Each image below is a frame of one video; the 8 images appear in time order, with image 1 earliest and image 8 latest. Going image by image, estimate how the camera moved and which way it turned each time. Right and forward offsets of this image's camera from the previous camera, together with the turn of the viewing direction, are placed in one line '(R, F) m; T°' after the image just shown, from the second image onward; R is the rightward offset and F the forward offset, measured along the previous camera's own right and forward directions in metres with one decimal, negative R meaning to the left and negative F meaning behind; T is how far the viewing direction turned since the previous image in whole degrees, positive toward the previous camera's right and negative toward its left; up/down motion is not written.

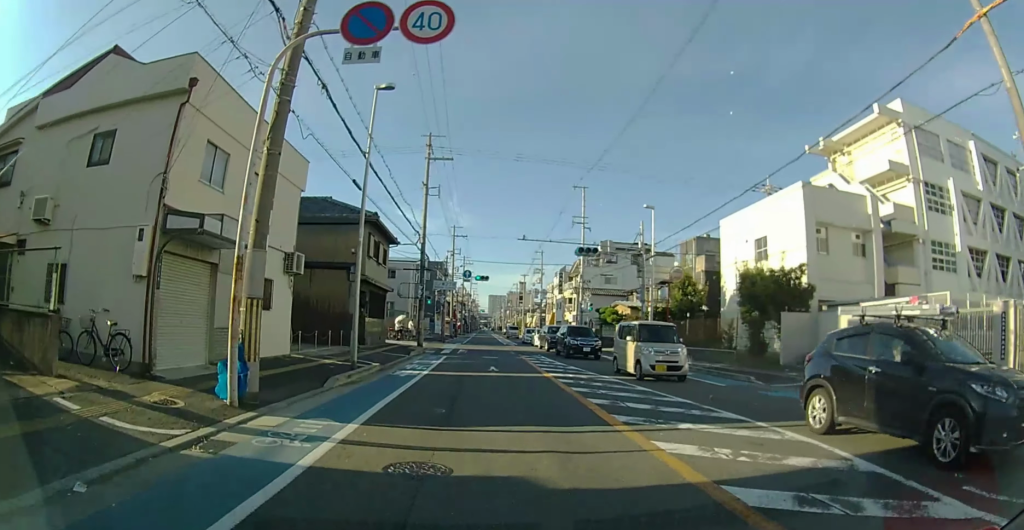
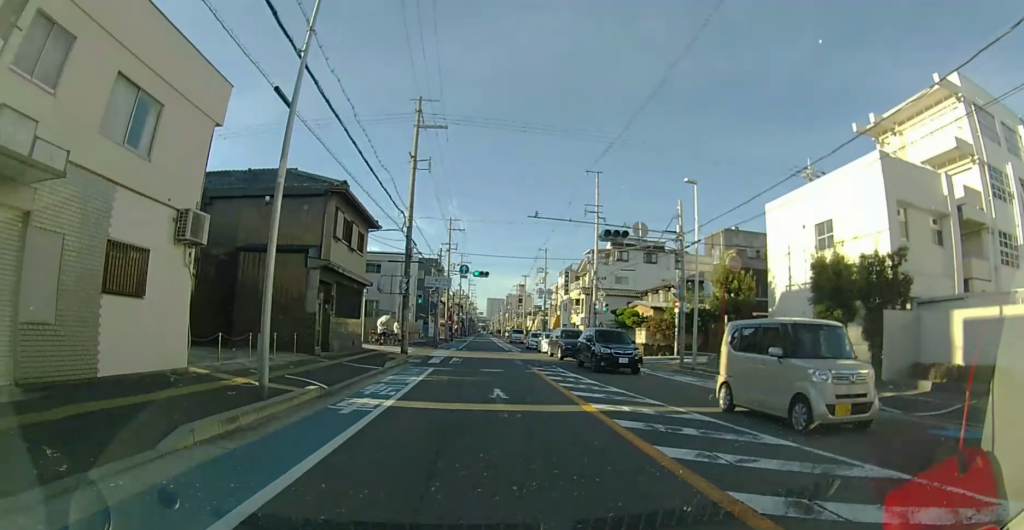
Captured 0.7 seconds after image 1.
(+0.1, +6.5) m; +1°
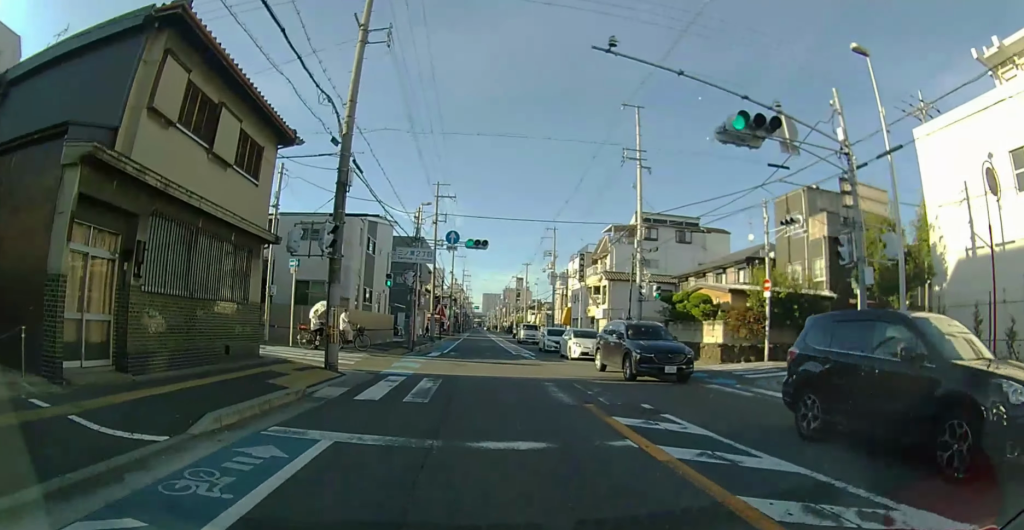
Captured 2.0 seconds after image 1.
(+0.3, +12.6) m; +2°
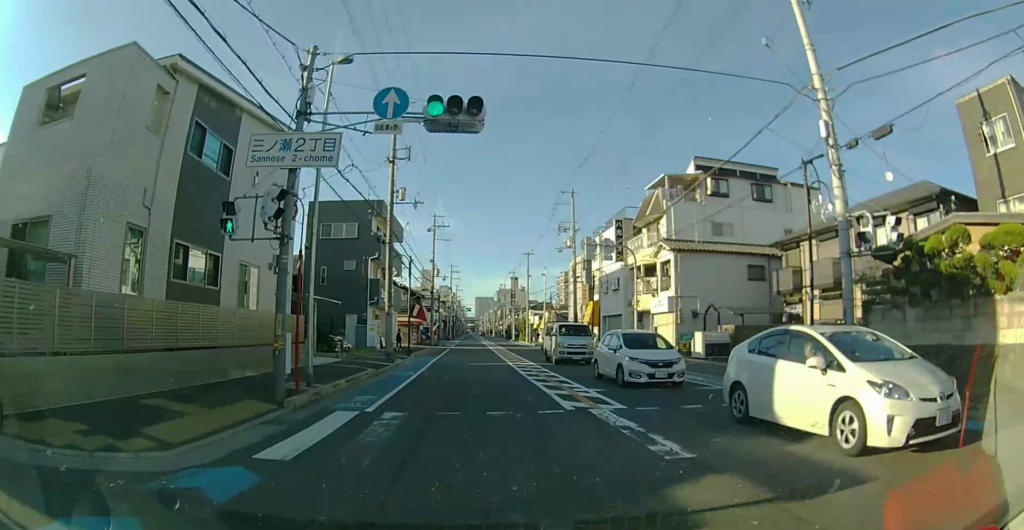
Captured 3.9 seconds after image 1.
(-0.3, +18.7) m; -2°
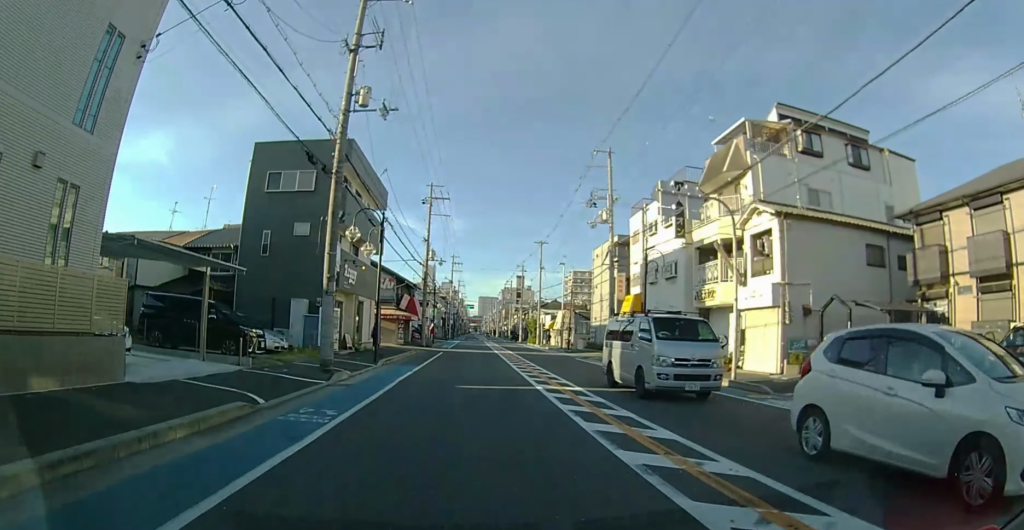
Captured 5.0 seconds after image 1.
(-0.1, +11.3) m; -1°
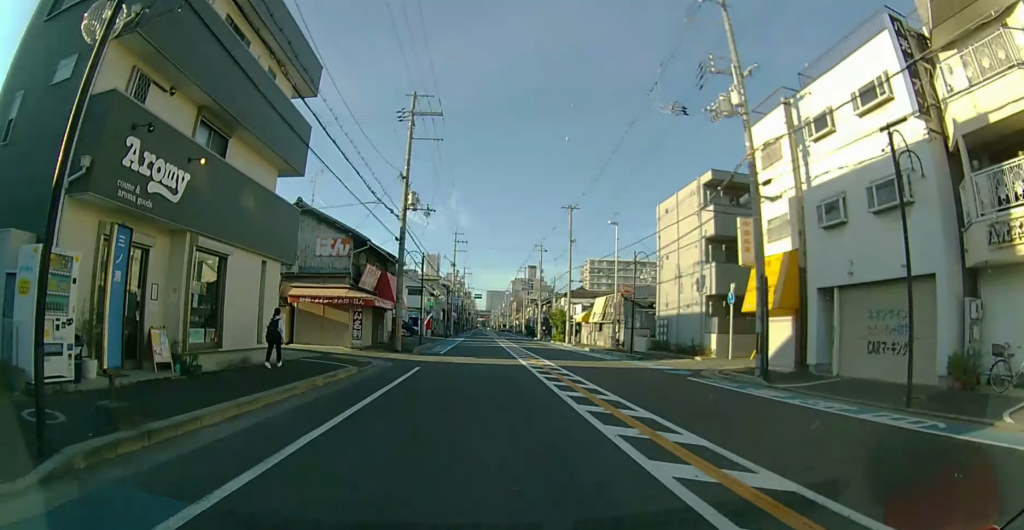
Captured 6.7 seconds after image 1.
(-0.3, +17.2) m; -1°
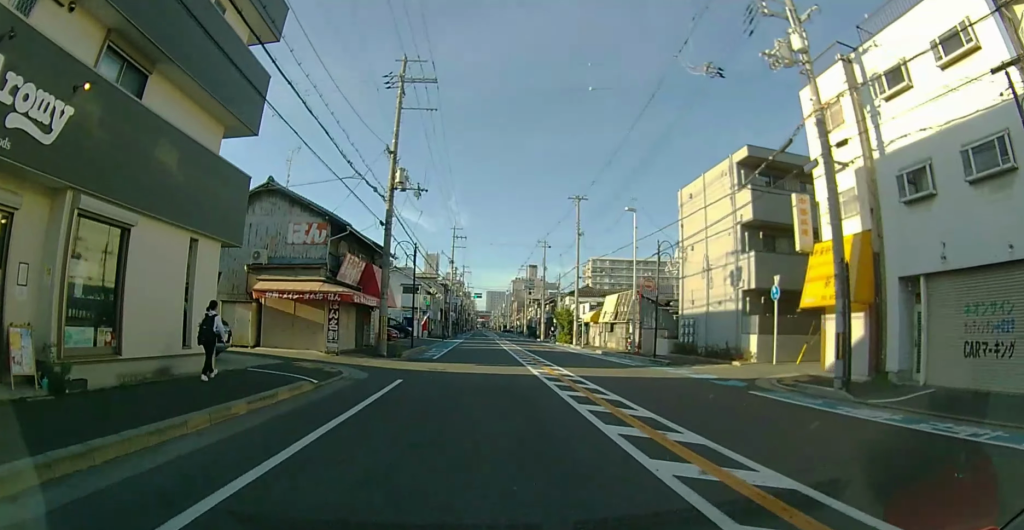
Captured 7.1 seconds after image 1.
(0.0, +4.6) m; 0°
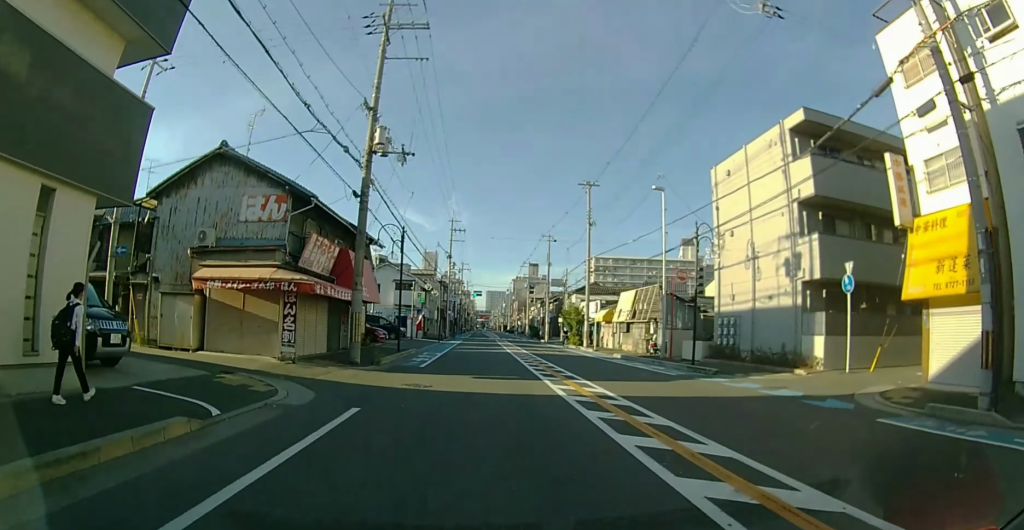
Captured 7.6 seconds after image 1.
(0.0, +5.0) m; 0°
